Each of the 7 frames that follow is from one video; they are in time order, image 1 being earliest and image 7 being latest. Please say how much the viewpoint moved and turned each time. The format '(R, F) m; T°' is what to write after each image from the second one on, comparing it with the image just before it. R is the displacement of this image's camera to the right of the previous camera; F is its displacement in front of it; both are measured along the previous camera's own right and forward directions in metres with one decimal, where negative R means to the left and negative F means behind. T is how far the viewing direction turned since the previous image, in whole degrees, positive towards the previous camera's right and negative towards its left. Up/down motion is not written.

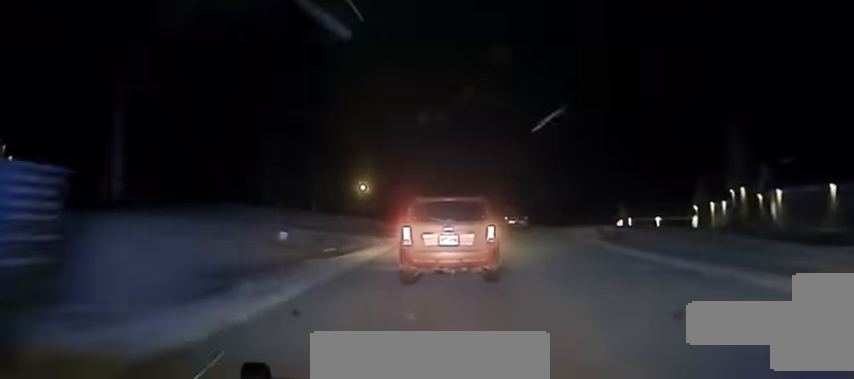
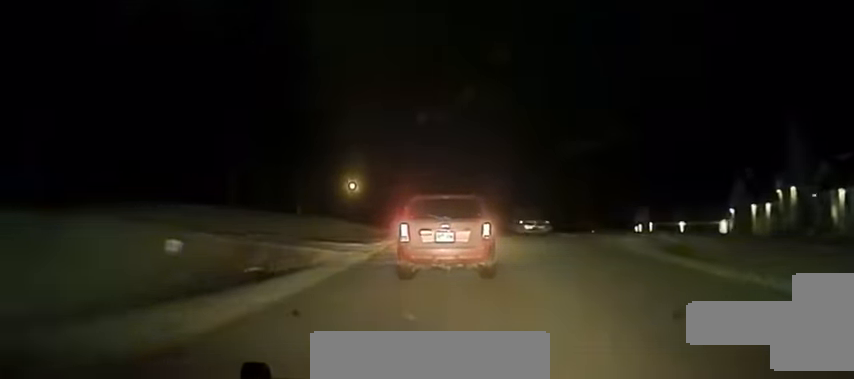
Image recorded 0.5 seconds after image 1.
(0.0, +11.7) m; -1°
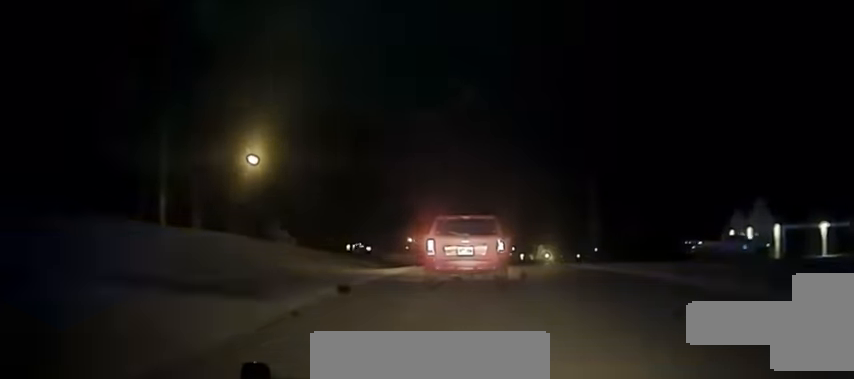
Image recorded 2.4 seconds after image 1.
(-0.6, +43.7) m; -1°
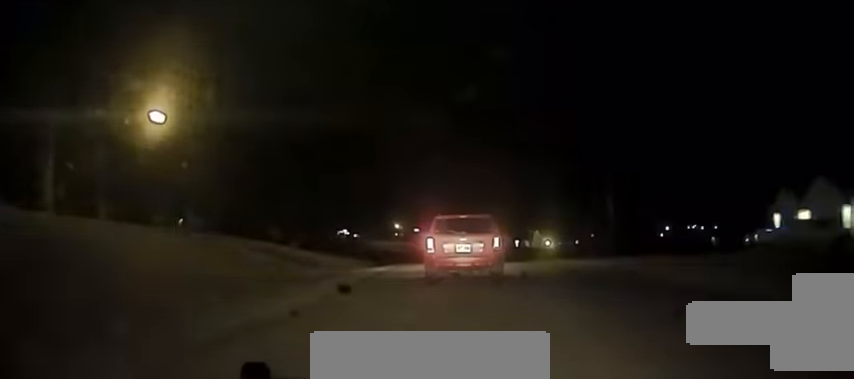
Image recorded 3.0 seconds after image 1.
(+0.3, +13.4) m; 0°
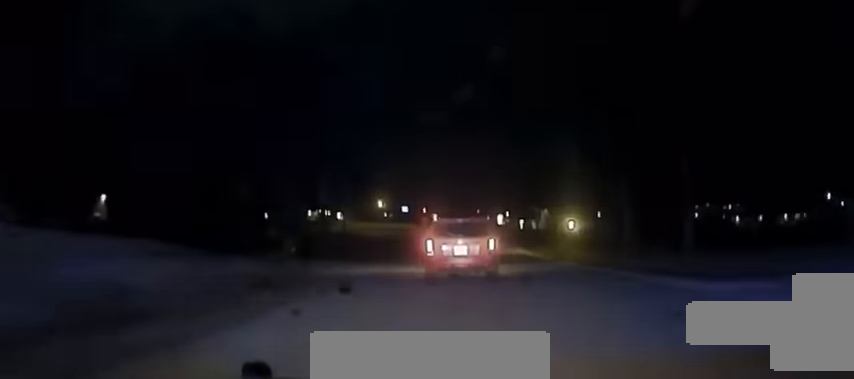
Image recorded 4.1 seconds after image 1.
(-0.5, +28.1) m; +1°
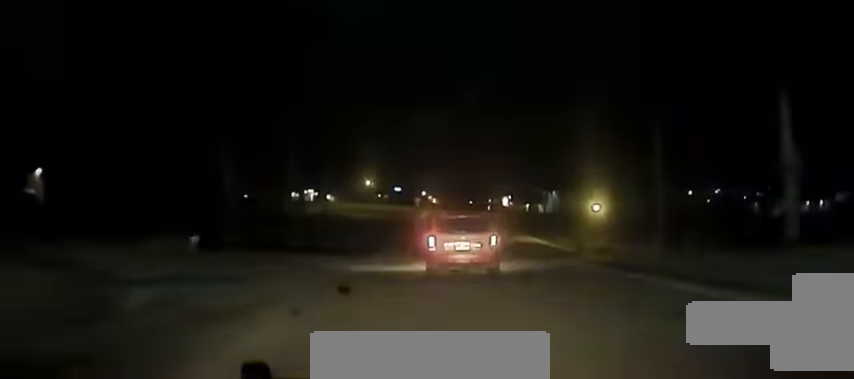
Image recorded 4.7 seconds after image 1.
(+0.4, +16.6) m; +1°
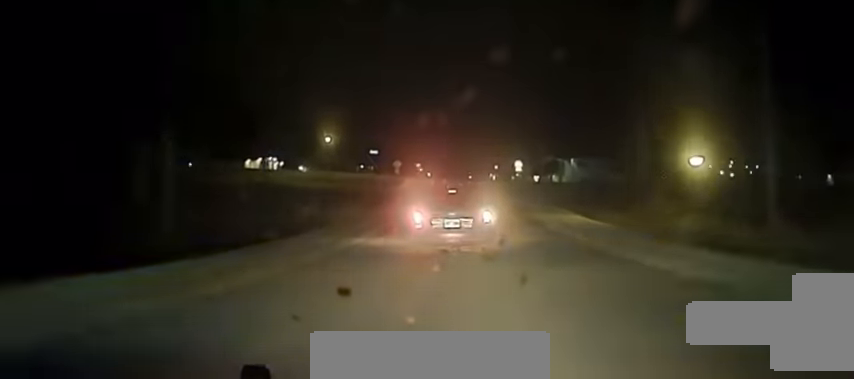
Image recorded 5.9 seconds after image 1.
(+0.3, +32.0) m; 0°
